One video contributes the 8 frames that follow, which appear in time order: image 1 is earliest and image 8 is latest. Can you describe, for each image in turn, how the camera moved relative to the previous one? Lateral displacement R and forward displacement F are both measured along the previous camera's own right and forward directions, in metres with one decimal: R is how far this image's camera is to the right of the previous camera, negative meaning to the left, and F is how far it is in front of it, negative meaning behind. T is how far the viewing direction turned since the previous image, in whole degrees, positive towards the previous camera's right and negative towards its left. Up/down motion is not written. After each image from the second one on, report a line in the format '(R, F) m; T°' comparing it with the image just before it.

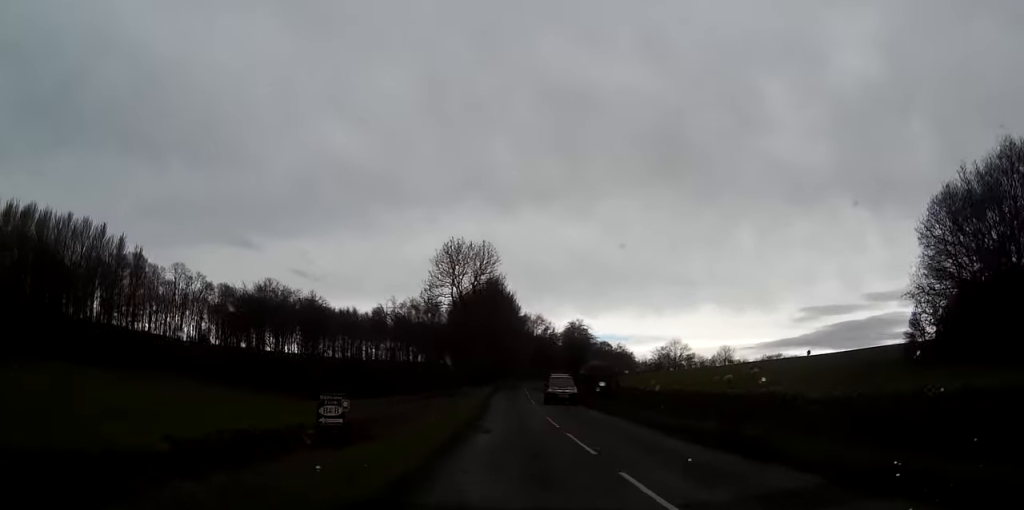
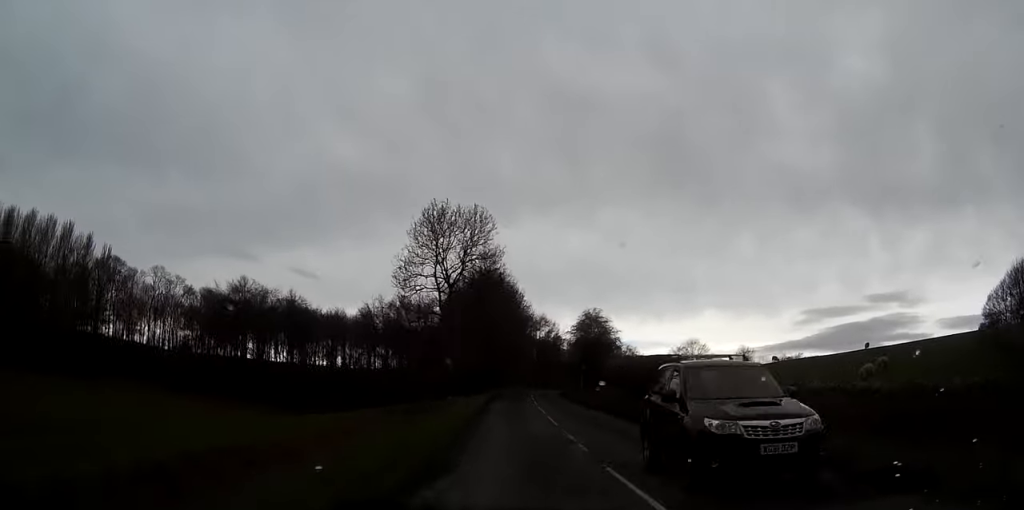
(-0.1, +17.2) m; 0°
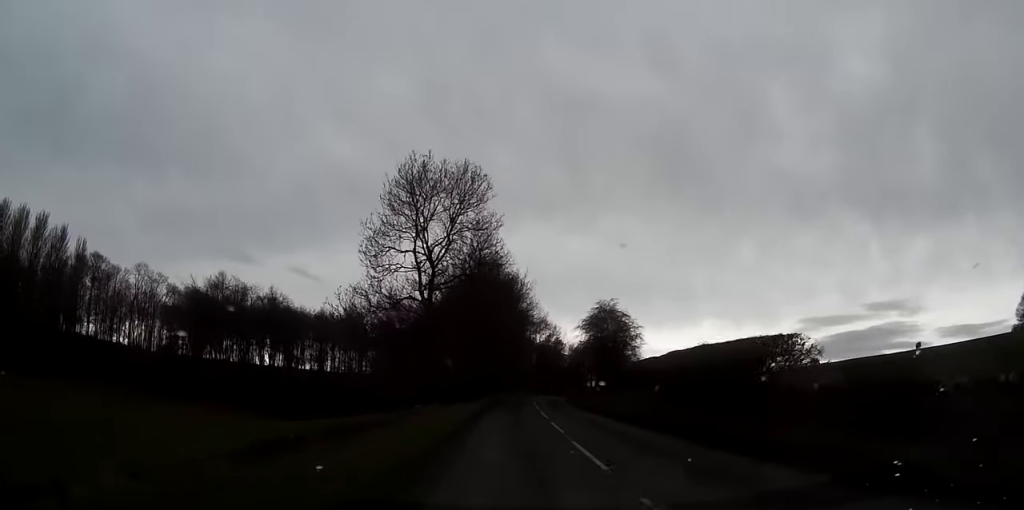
(0.0, +12.1) m; 0°
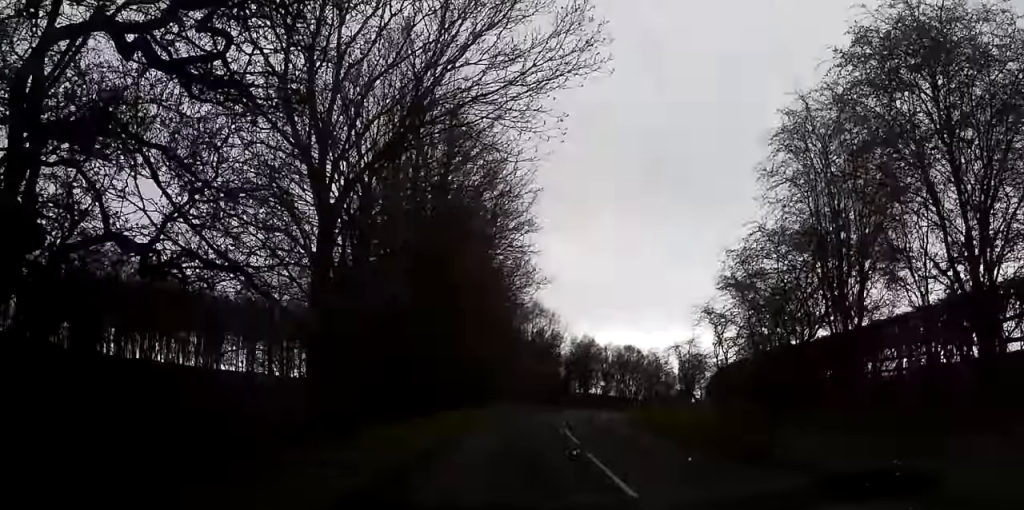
(+1.2, +48.2) m; +3°
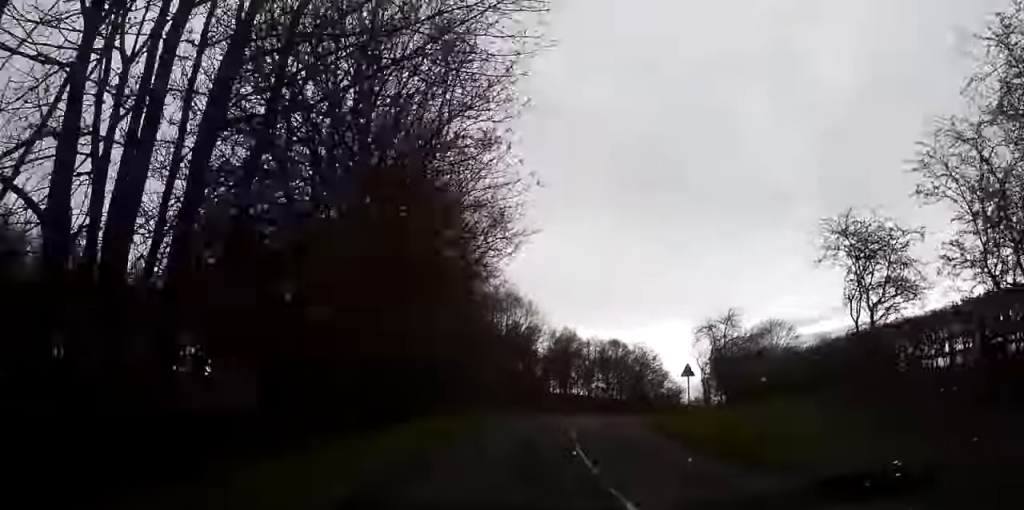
(0.0, +15.0) m; 0°
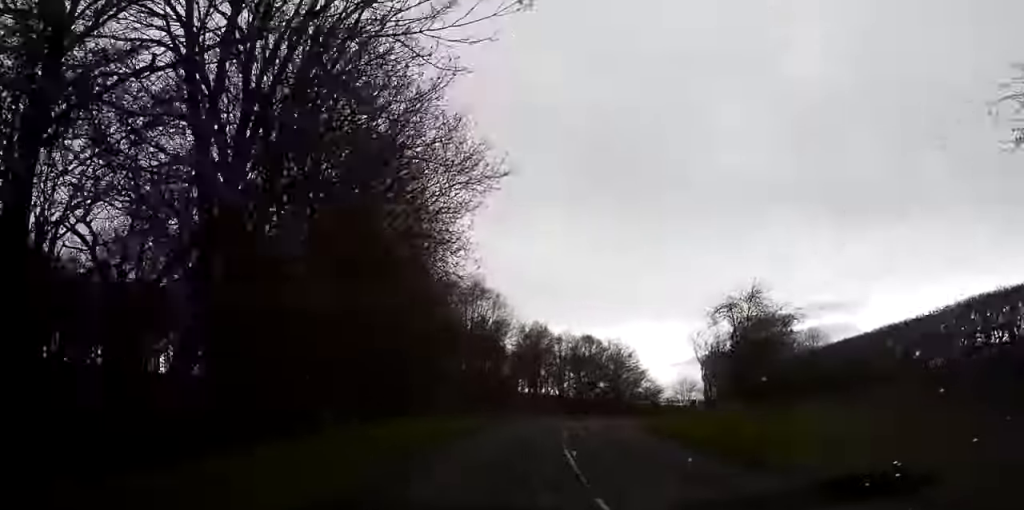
(0.0, +9.0) m; +2°
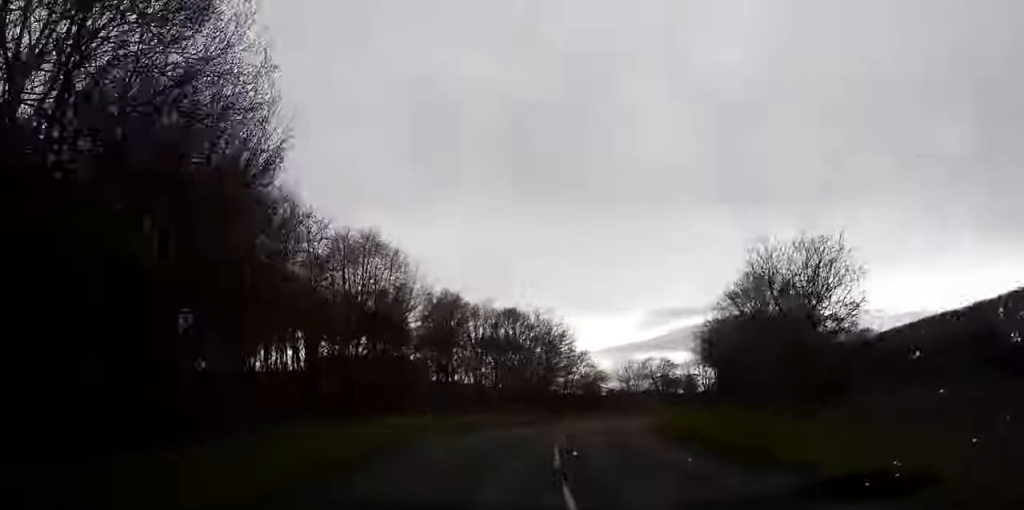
(+1.2, +26.6) m; +7°
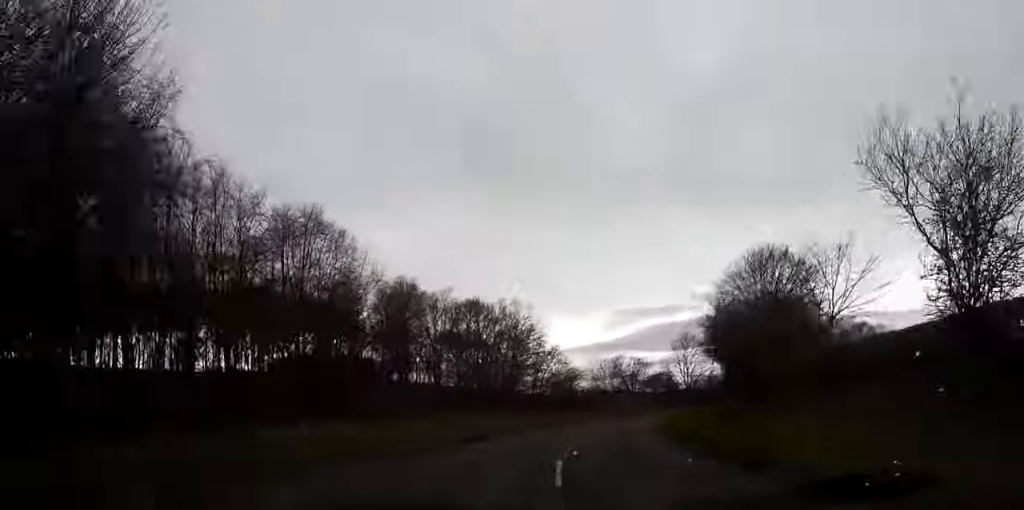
(+0.2, +11.1) m; +4°
